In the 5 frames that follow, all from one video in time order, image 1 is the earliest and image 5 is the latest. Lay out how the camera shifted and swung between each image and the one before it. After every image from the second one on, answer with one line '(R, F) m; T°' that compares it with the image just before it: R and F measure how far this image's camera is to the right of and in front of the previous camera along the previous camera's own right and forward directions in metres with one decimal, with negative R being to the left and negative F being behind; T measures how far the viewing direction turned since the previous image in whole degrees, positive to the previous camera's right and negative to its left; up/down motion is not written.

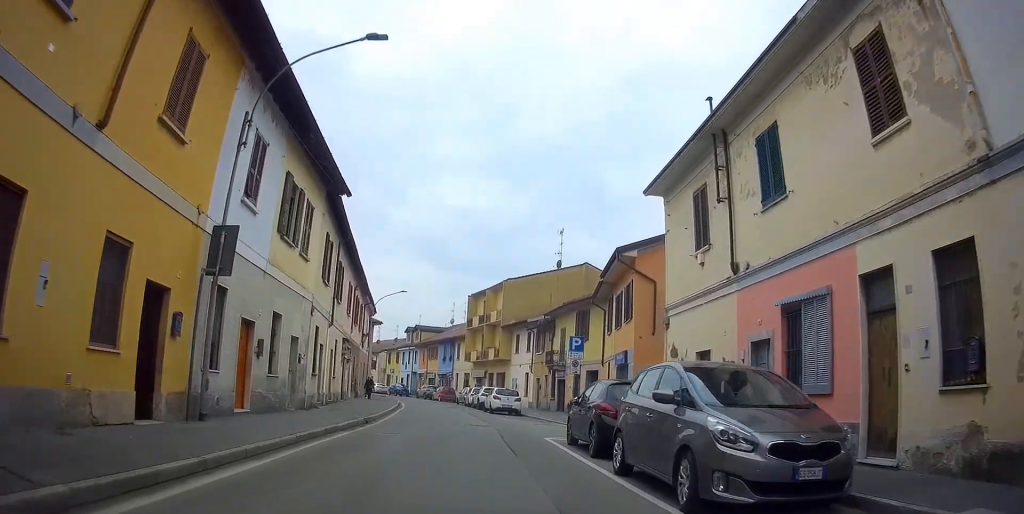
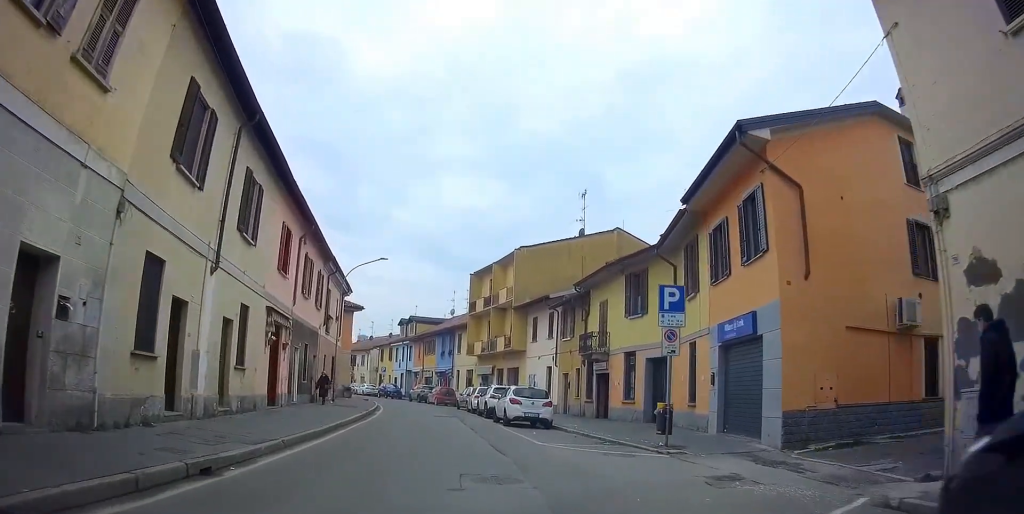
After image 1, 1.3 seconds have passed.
(0.0, +11.5) m; -1°
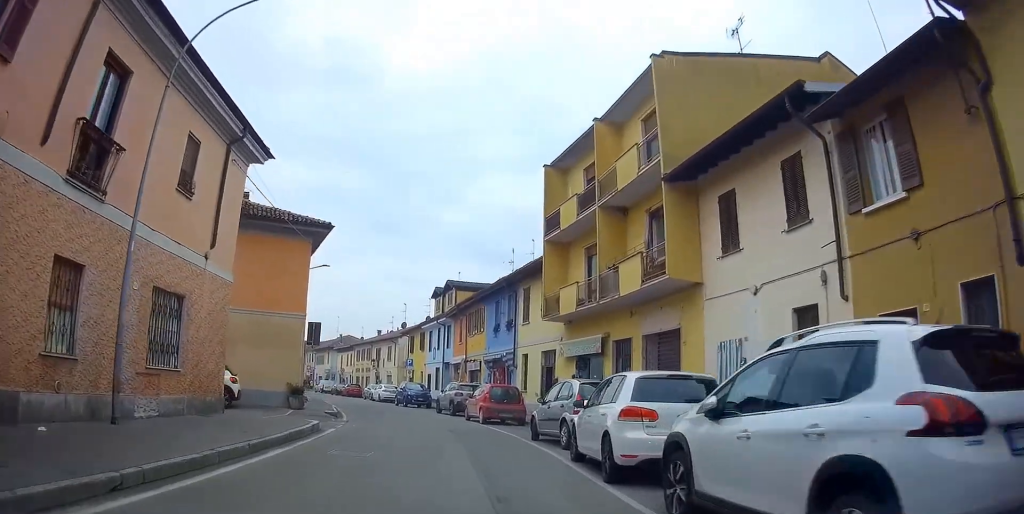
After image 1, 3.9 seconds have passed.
(-1.1, +24.0) m; -7°
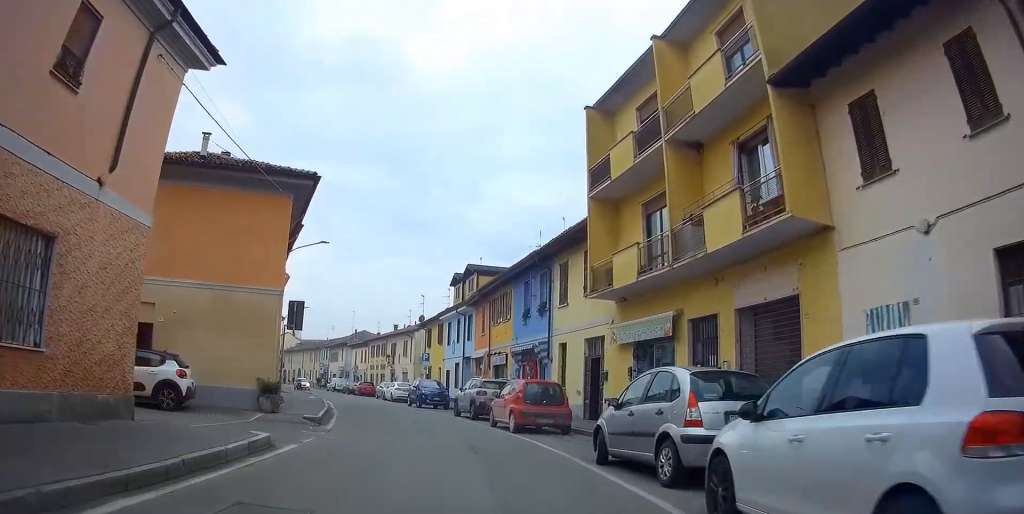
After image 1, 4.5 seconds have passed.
(-0.1, +5.3) m; -2°
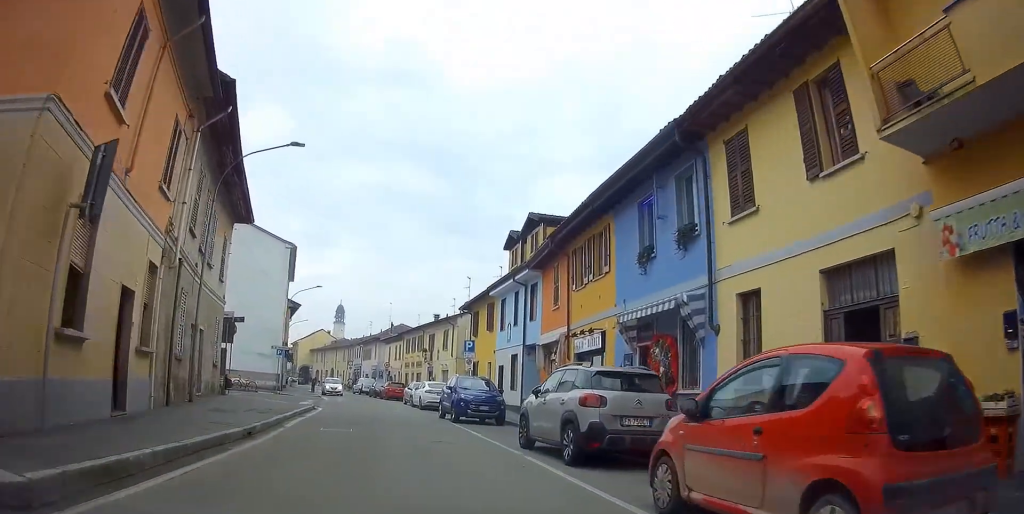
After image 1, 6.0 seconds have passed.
(-0.5, +12.6) m; -4°
